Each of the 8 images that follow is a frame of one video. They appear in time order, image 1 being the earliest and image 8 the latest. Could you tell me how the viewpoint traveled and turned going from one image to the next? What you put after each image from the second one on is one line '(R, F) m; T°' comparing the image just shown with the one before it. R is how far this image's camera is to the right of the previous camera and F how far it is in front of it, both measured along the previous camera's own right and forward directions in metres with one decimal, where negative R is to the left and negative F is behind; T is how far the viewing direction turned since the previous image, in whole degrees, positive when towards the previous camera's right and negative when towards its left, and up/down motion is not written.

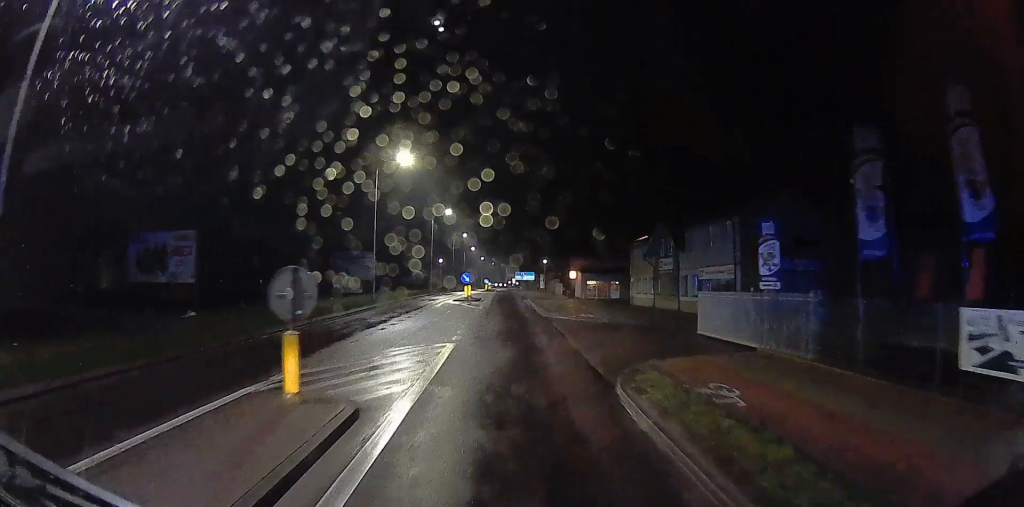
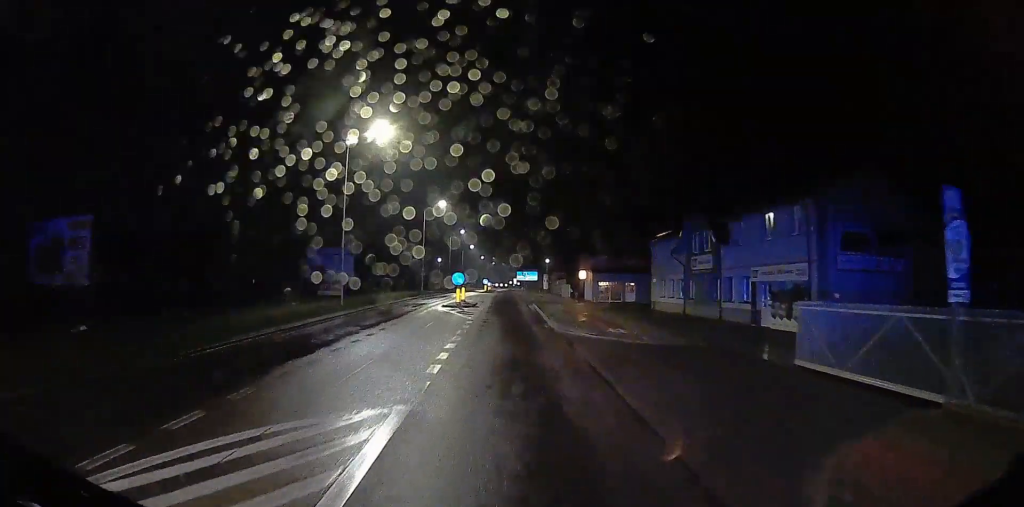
(0.0, +8.0) m; 0°
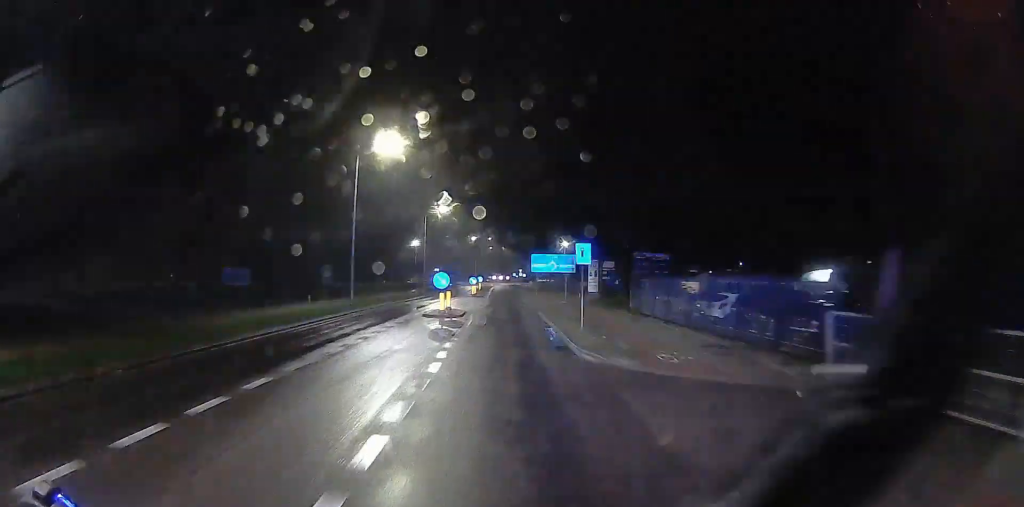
(0.0, +60.9) m; 0°
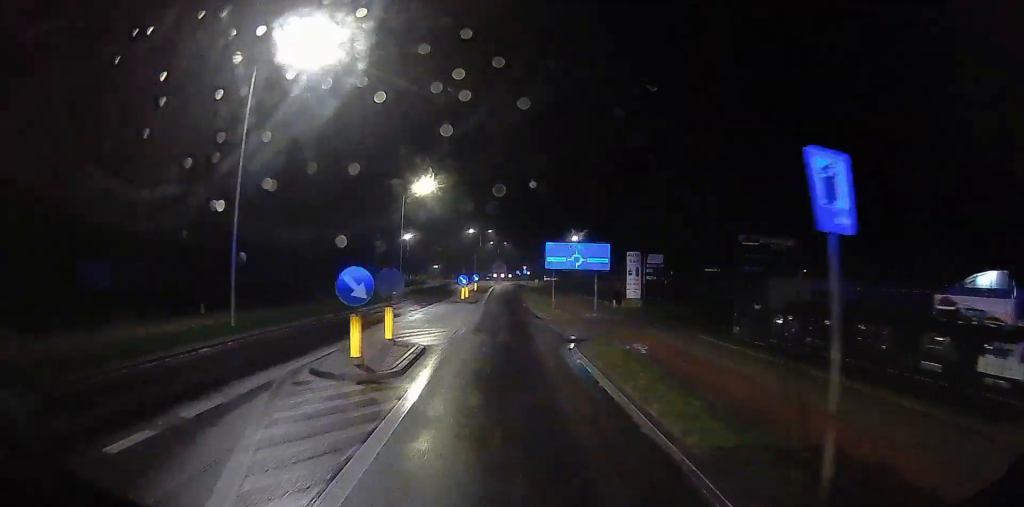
(-0.1, +16.3) m; 0°
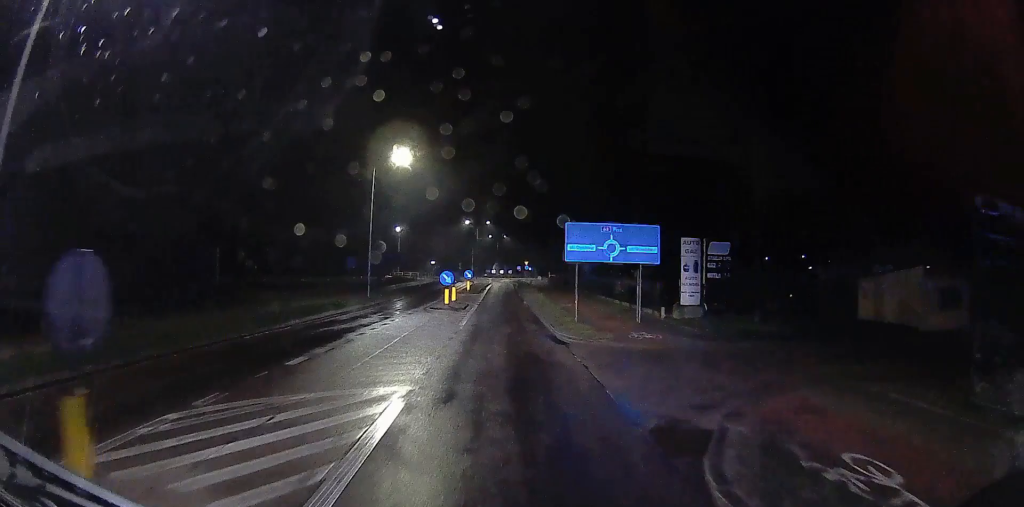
(0.0, +11.9) m; 0°
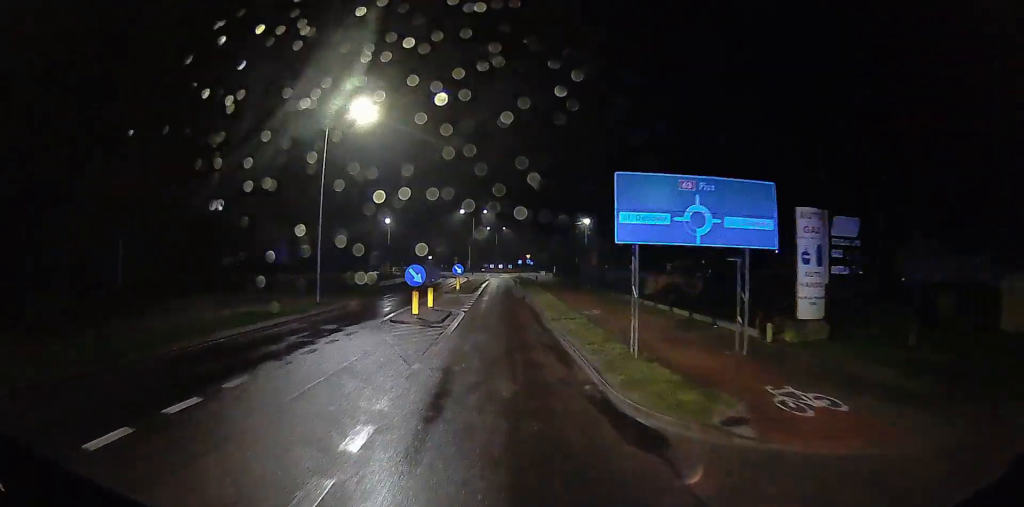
(0.0, +11.1) m; 0°
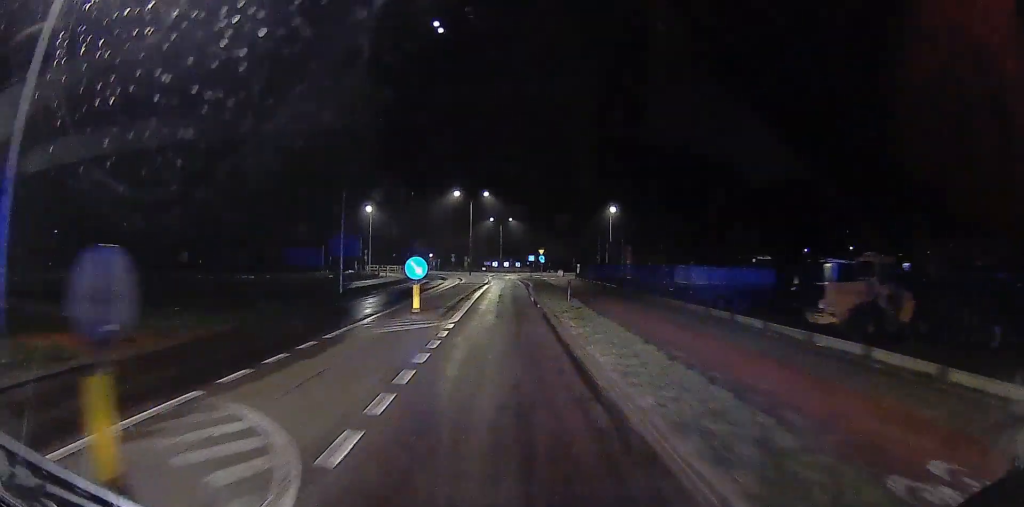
(-0.2, +21.9) m; -1°
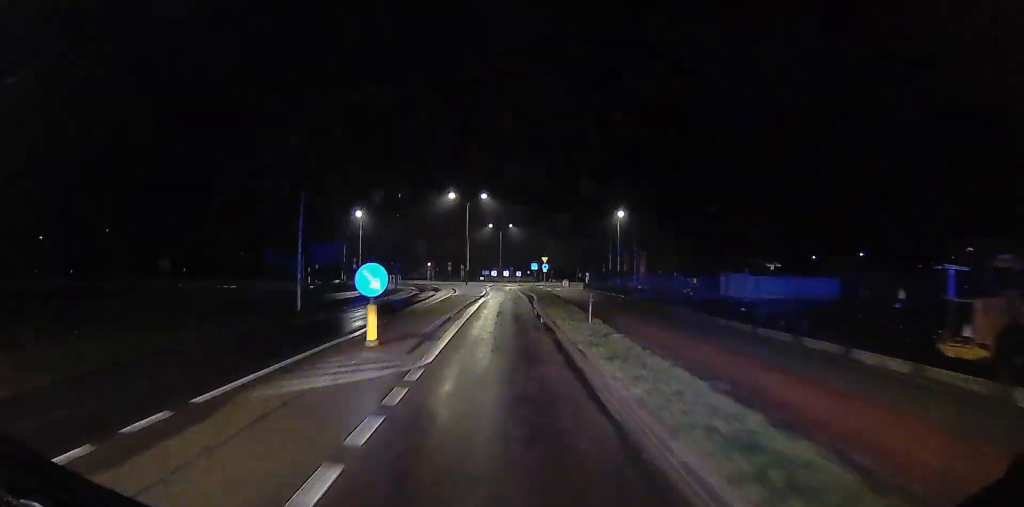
(-0.1, +7.1) m; 0°
